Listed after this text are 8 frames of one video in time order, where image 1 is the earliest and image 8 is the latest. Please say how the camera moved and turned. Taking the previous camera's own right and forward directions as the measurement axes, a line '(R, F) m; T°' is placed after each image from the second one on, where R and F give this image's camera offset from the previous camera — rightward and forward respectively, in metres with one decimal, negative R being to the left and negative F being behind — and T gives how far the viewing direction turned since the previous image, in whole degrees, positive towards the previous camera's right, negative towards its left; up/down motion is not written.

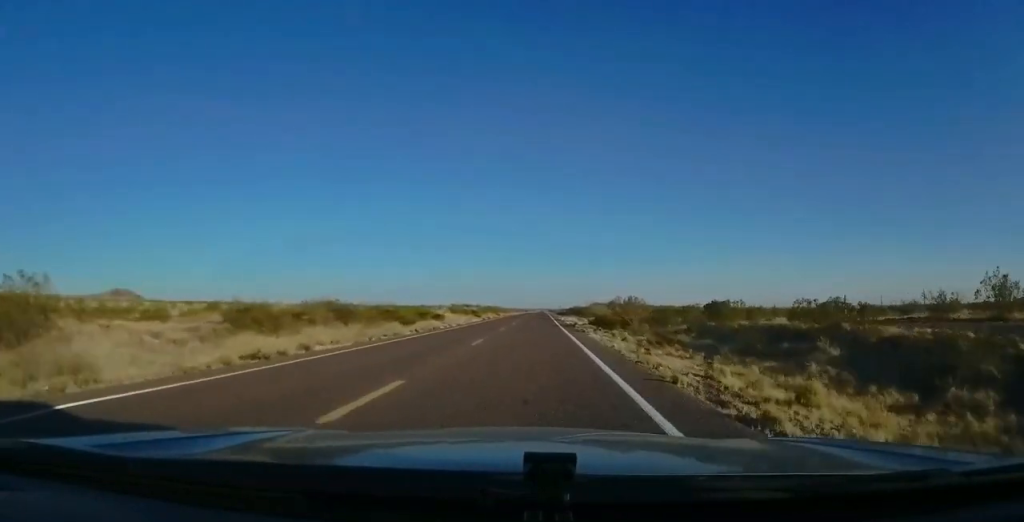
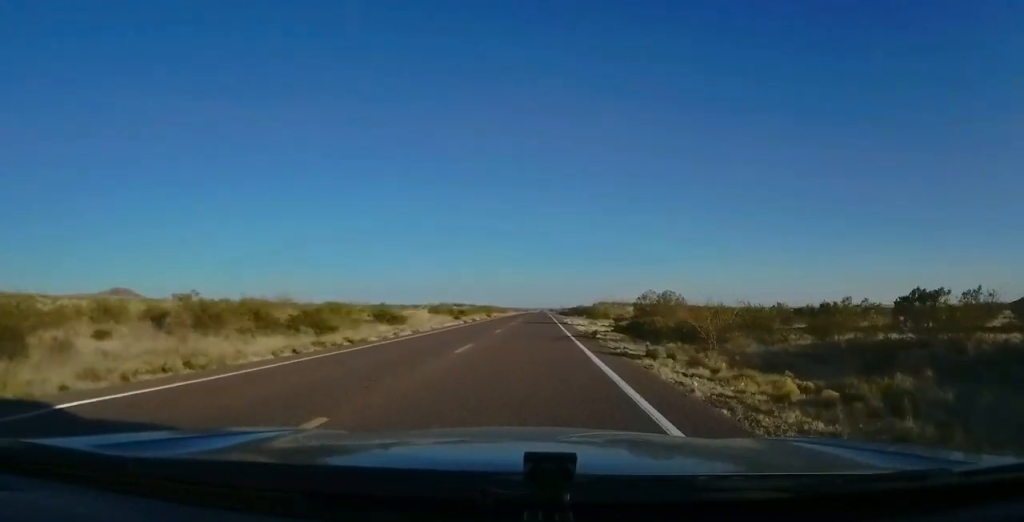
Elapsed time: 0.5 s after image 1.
(-0.2, +15.7) m; 0°
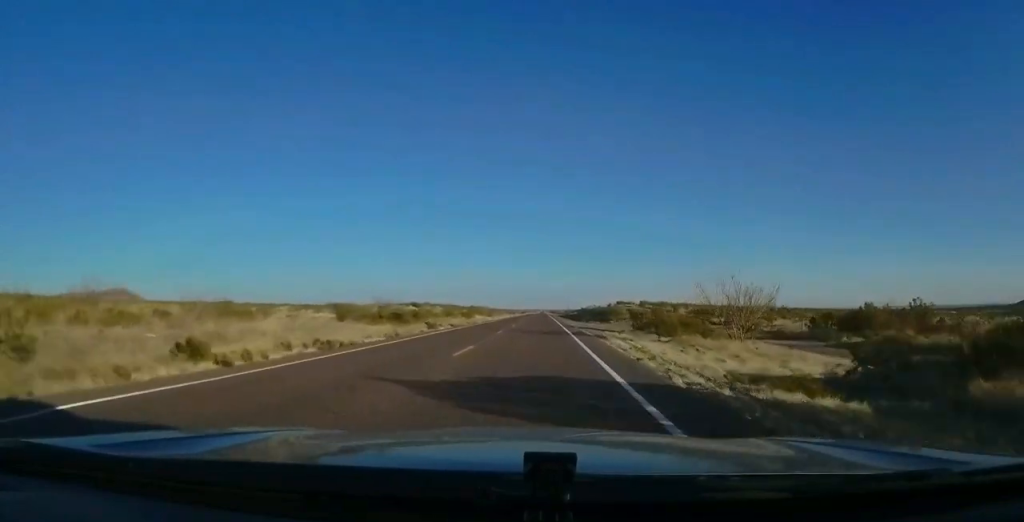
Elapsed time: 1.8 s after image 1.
(-0.2, +38.2) m; 0°
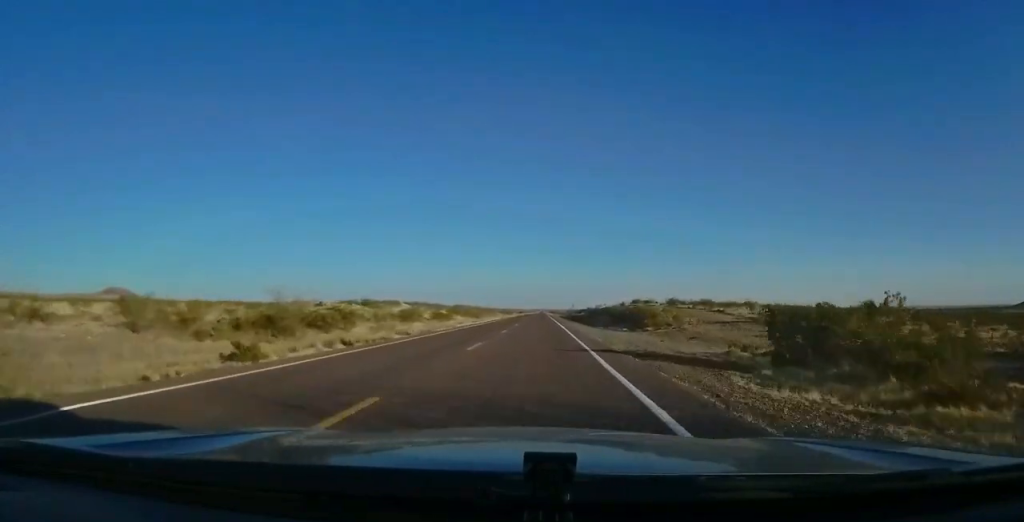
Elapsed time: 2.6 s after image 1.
(0.0, +22.4) m; -1°
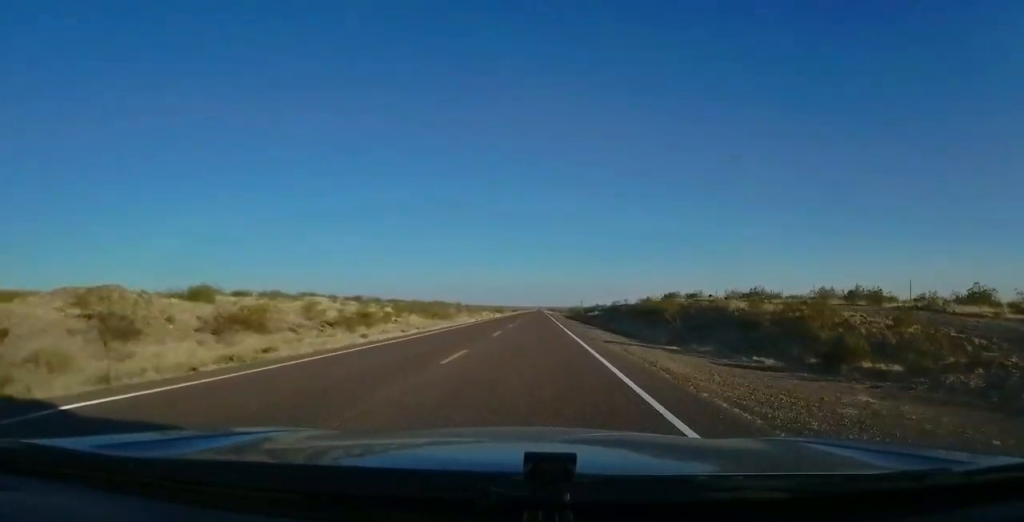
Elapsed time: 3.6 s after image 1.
(-0.4, +29.2) m; 0°
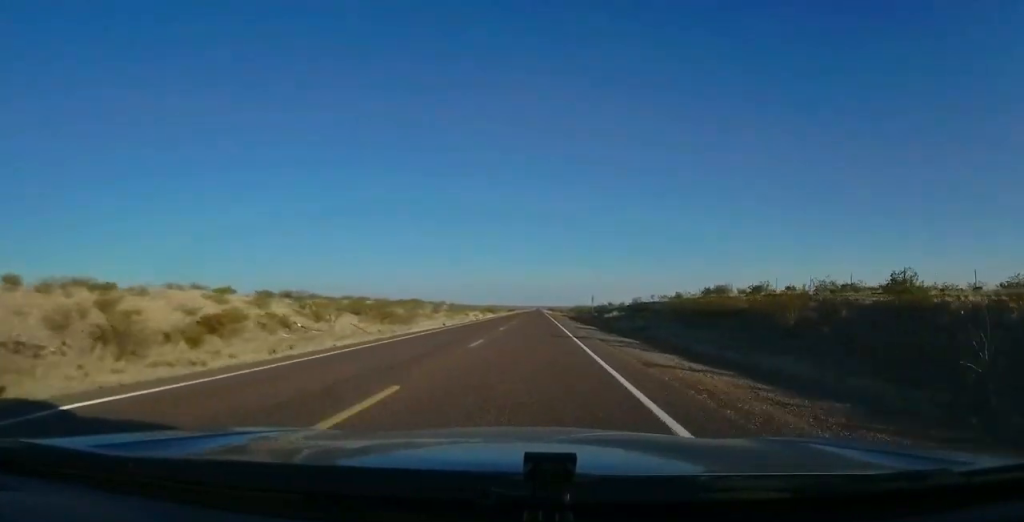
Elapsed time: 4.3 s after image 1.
(-0.2, +19.5) m; +1°
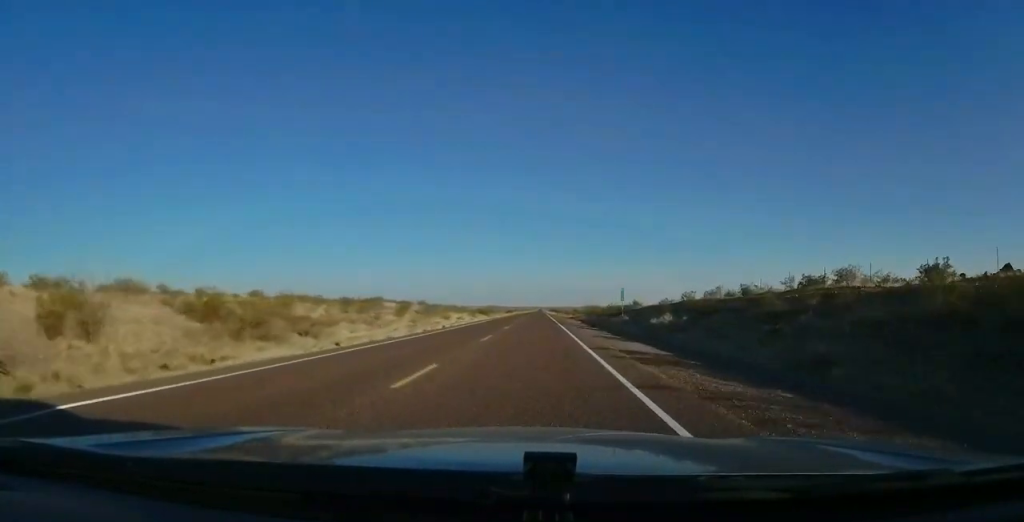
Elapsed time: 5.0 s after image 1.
(+0.8, +21.4) m; +1°
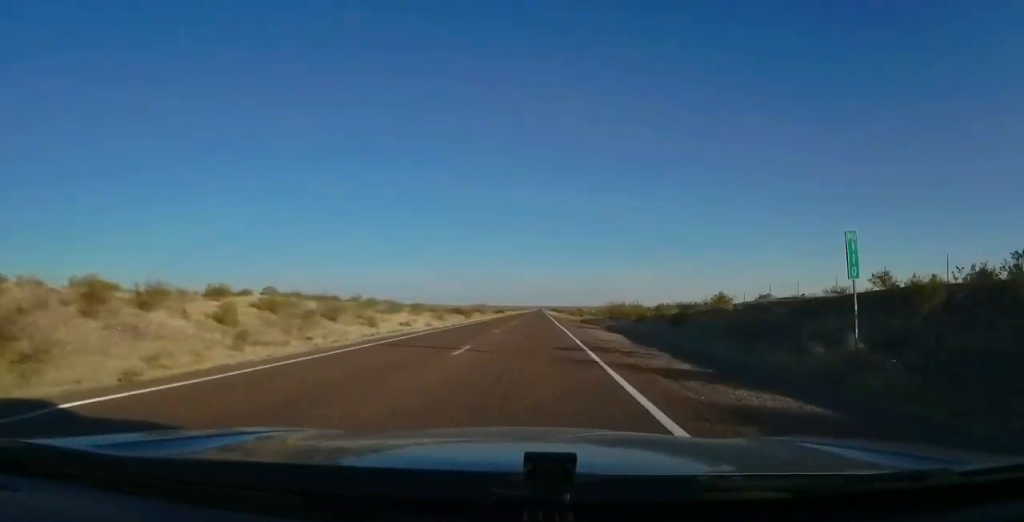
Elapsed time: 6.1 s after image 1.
(-0.6, +31.1) m; 0°
